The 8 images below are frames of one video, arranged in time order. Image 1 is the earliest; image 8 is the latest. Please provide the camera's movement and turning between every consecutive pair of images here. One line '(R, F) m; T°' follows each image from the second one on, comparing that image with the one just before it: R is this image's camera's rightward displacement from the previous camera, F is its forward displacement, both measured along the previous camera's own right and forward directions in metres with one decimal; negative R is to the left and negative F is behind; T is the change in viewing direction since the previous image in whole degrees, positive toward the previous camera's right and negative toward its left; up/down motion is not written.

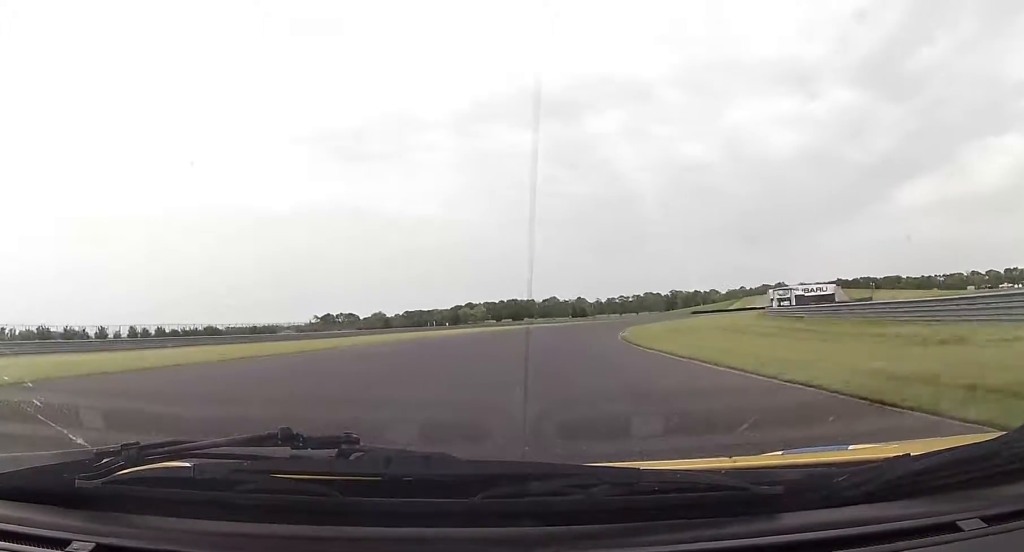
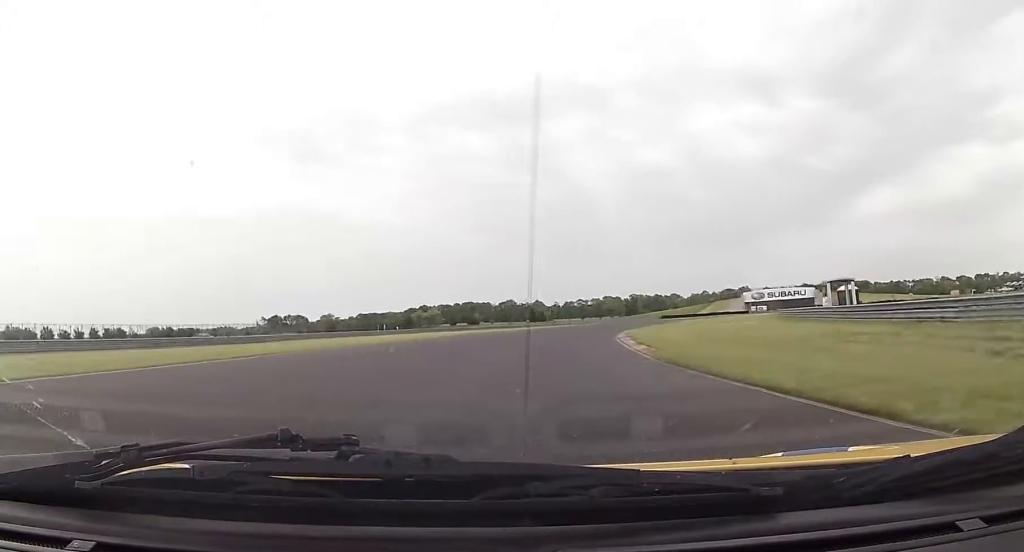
(-0.1, +17.5) m; +3°
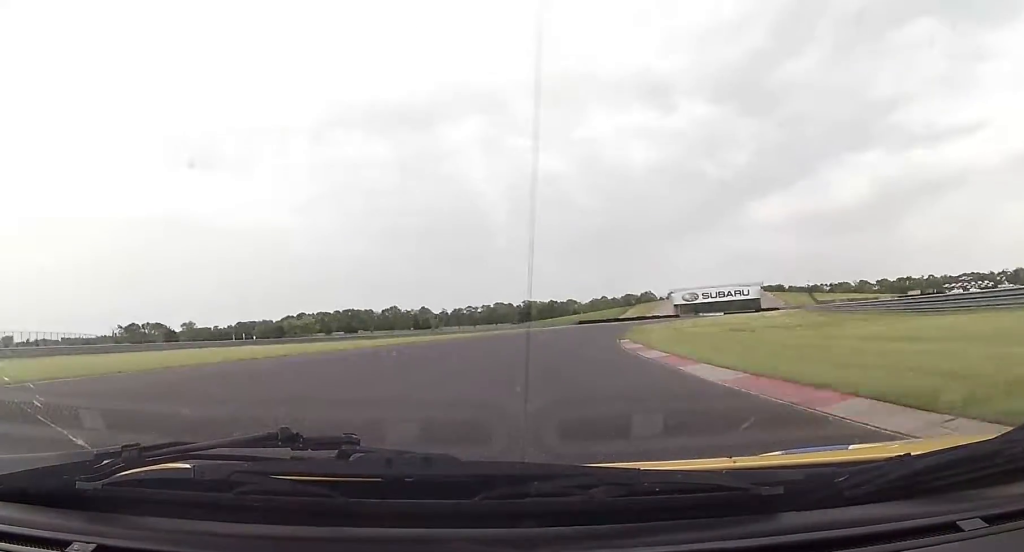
(+3.7, +44.0) m; +9°
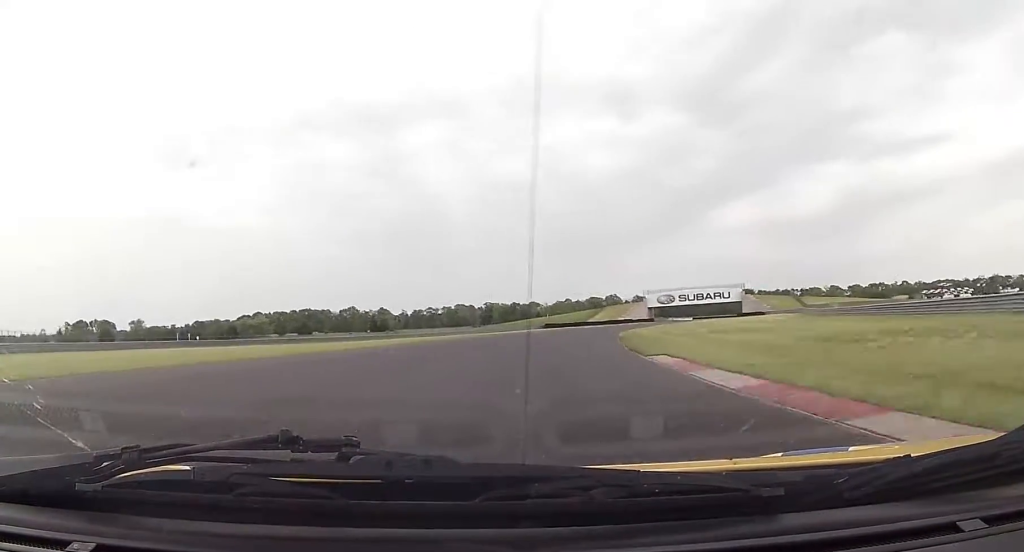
(+0.5, +15.1) m; +3°
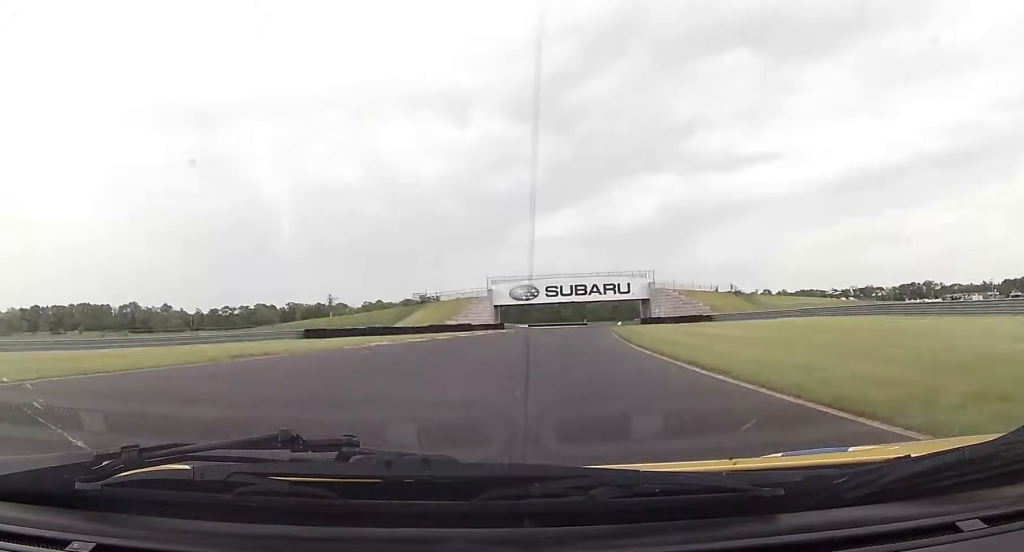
(+8.9, +70.1) m; +14°
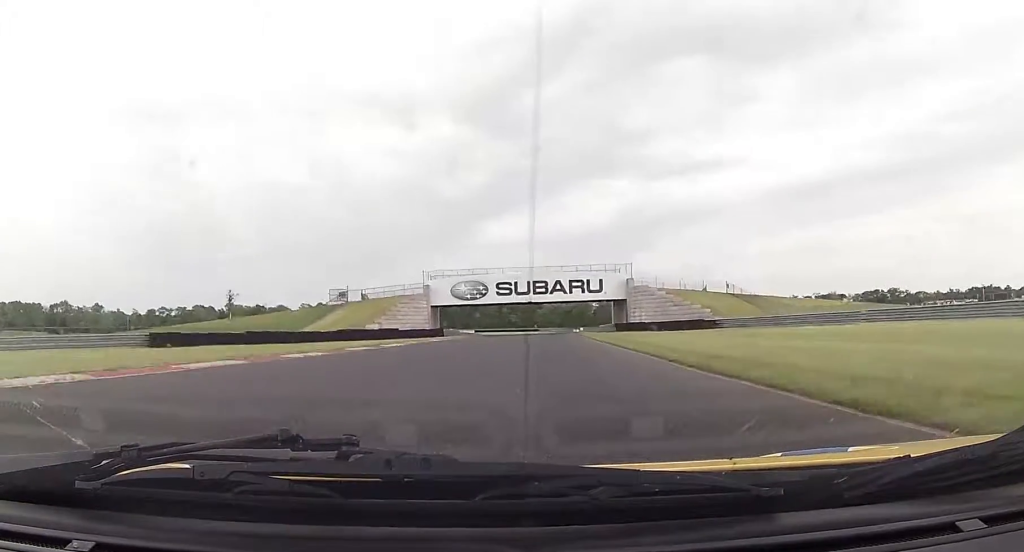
(+0.2, +22.3) m; +4°
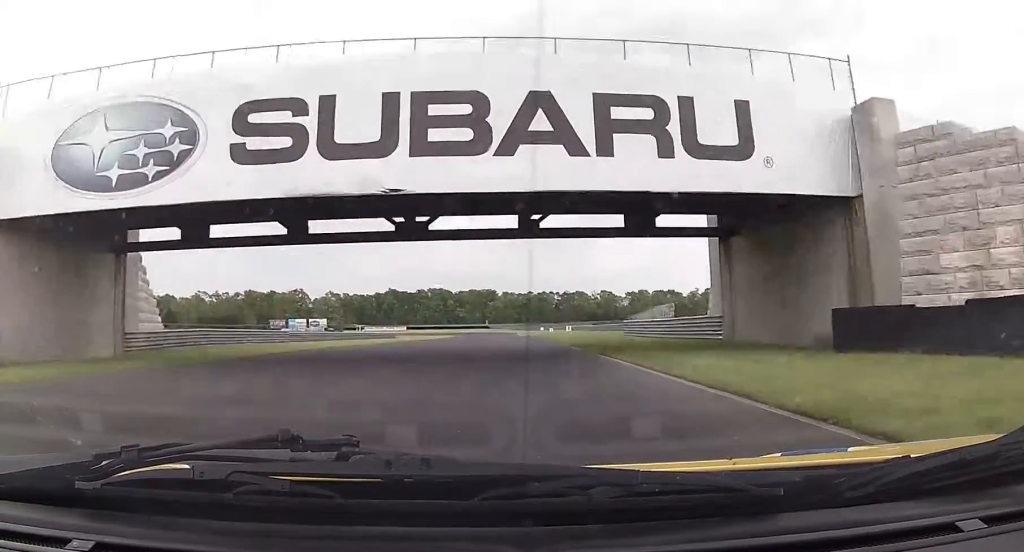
(+5.4, +70.5) m; +6°
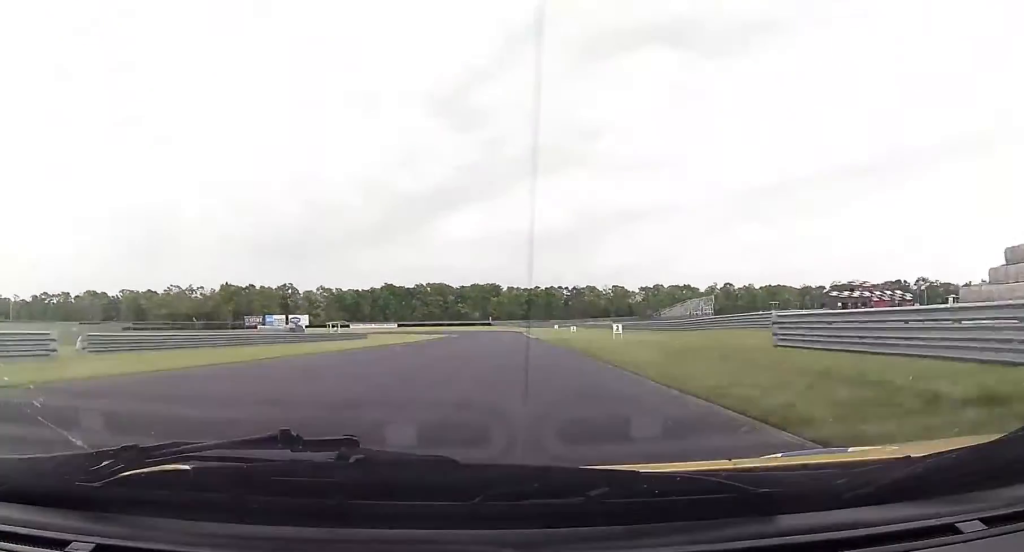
(+0.2, +28.2) m; 0°
